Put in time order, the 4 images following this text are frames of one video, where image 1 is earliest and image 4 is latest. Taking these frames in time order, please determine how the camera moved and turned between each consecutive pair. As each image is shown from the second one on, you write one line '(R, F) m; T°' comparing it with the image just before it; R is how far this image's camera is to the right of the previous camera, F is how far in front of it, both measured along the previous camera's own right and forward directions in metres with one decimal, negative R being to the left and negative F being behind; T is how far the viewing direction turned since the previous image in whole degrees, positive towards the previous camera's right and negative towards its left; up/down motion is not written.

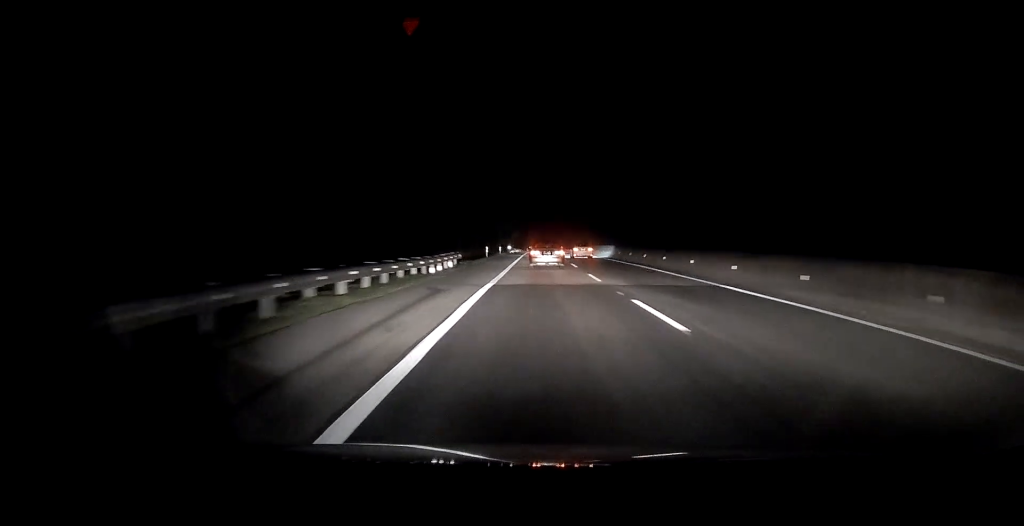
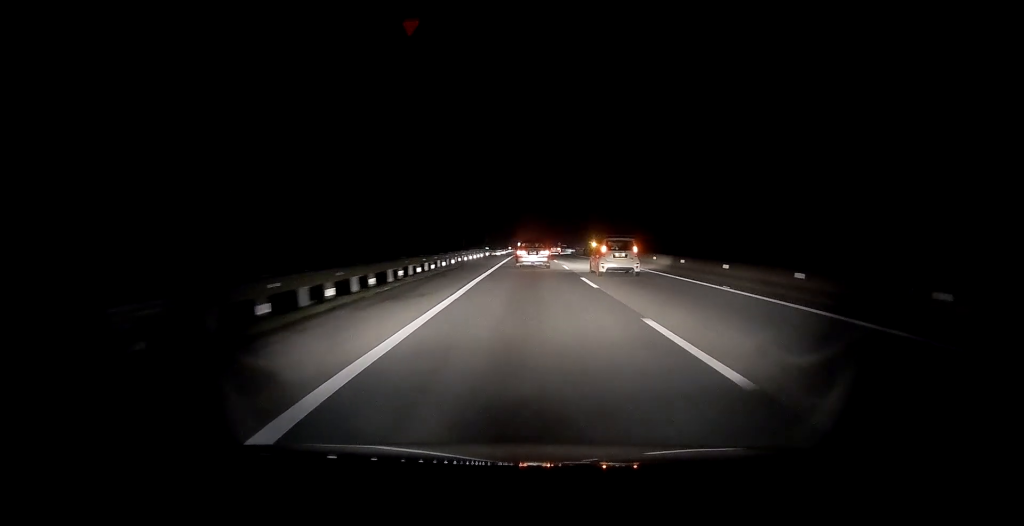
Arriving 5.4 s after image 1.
(+3.0, +107.9) m; +2°
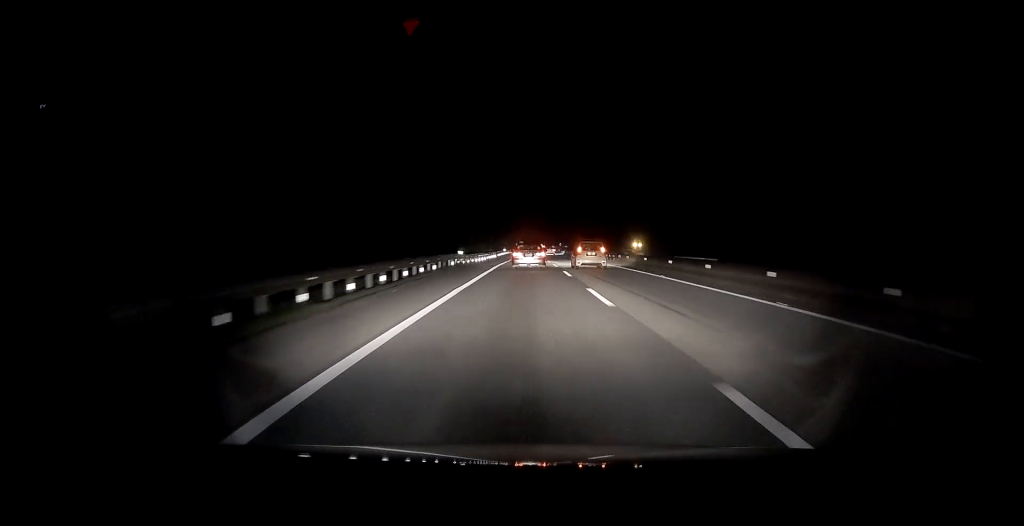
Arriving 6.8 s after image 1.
(0.0, +28.3) m; 0°
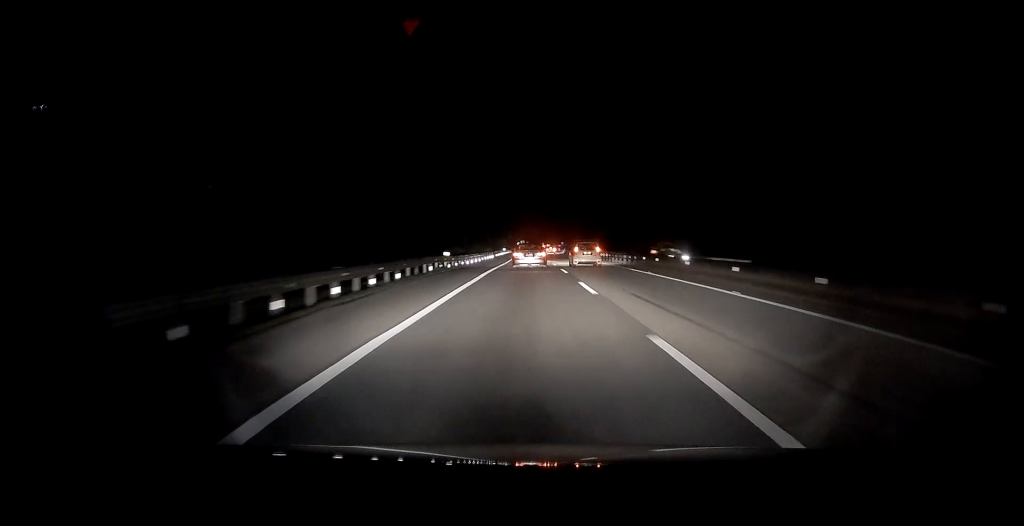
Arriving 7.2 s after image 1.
(-0.1, +8.9) m; 0°
